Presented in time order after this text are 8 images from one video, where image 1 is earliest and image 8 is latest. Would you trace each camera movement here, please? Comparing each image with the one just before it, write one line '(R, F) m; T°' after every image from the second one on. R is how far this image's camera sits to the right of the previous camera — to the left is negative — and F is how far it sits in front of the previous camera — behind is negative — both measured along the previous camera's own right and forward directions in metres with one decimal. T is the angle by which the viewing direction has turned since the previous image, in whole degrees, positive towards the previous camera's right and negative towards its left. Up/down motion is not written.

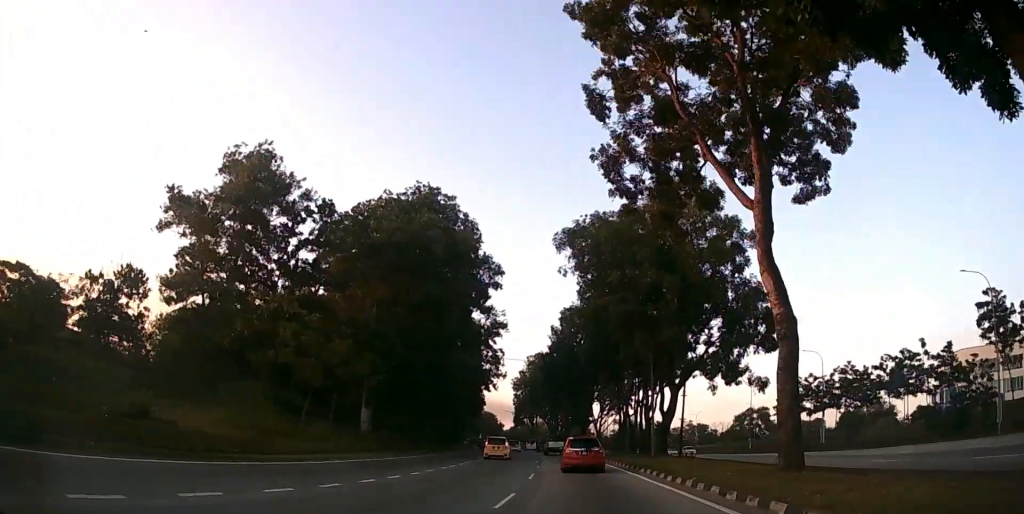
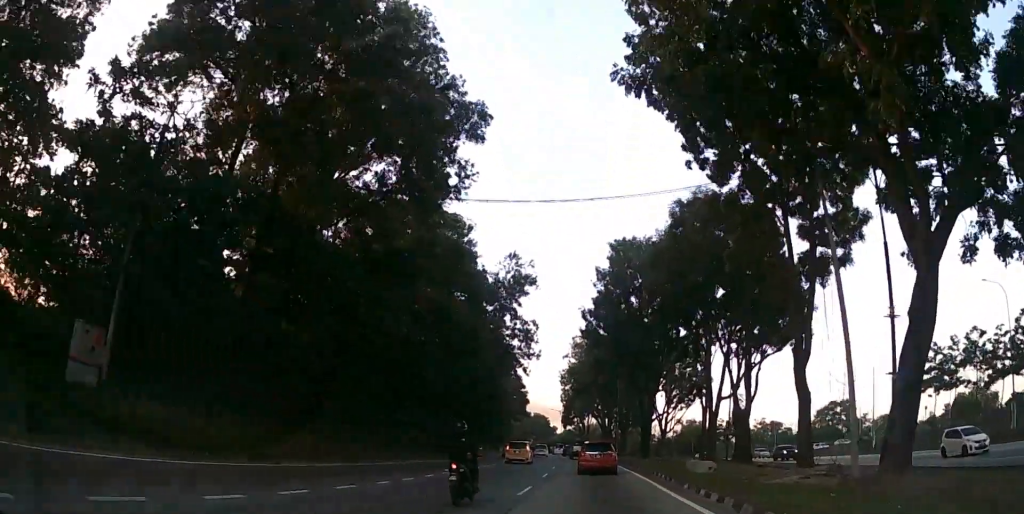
(-1.3, +27.4) m; -6°
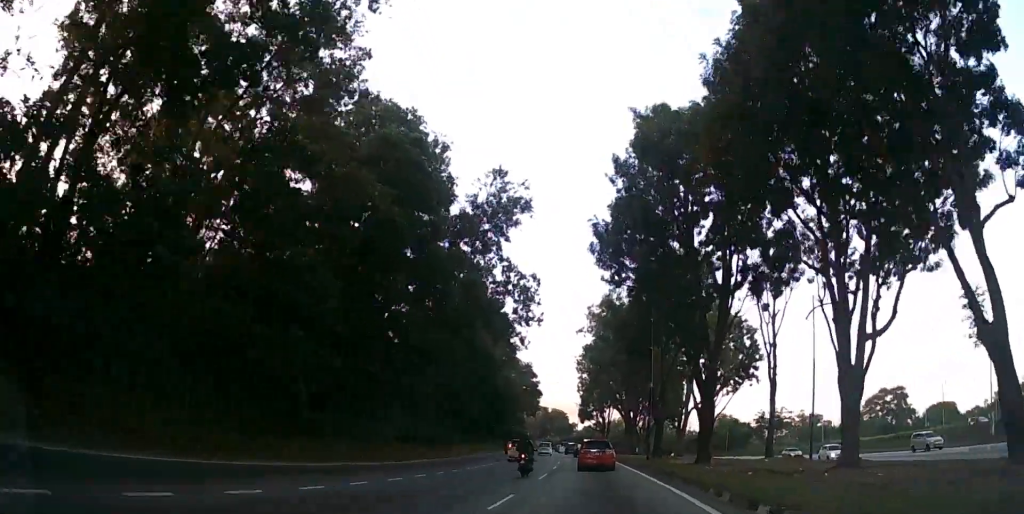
(-0.9, +20.6) m; -4°
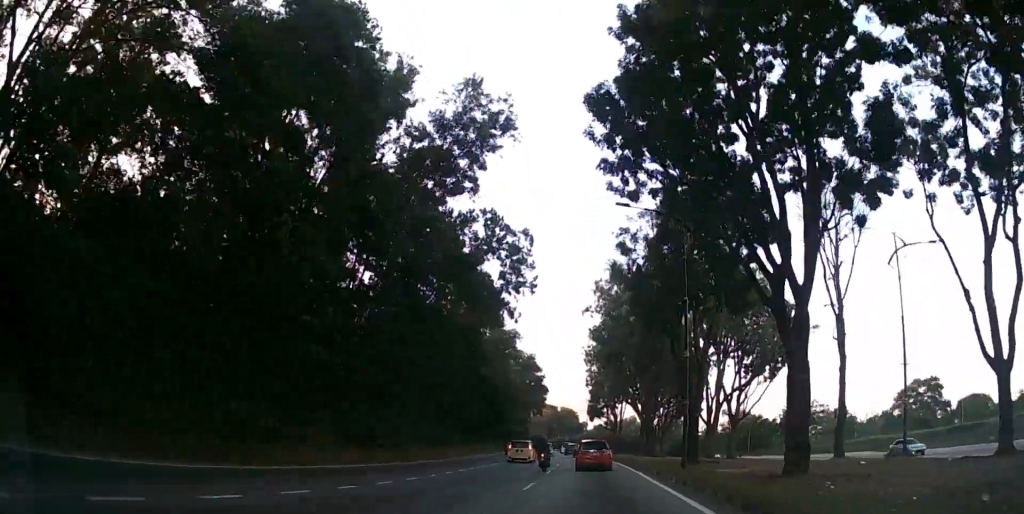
(-0.2, +12.9) m; -2°
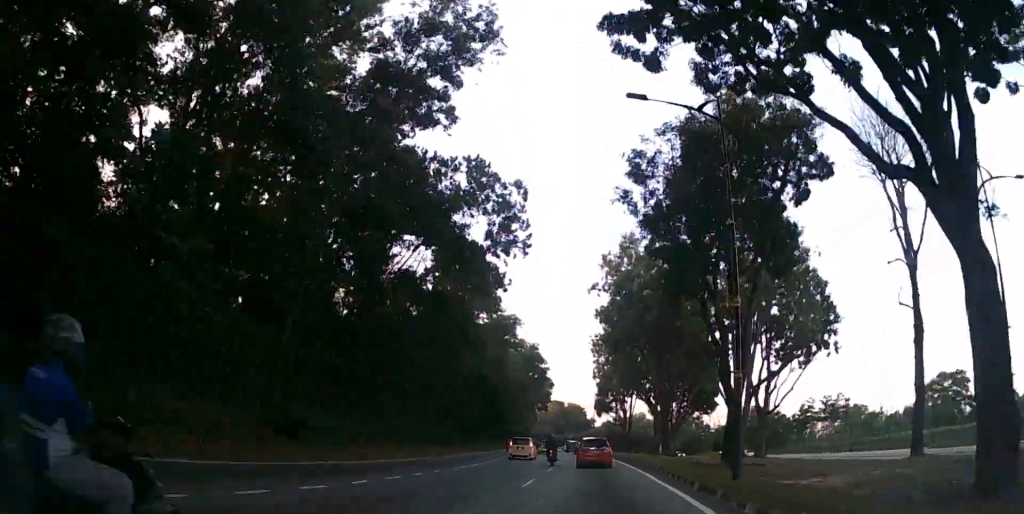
(0.0, +8.5) m; -1°
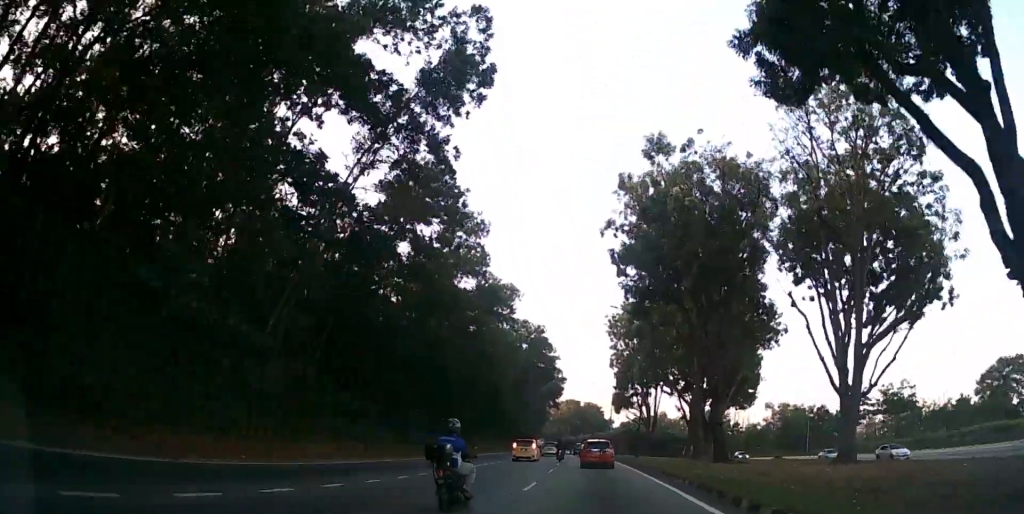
(-0.4, +18.4) m; -2°
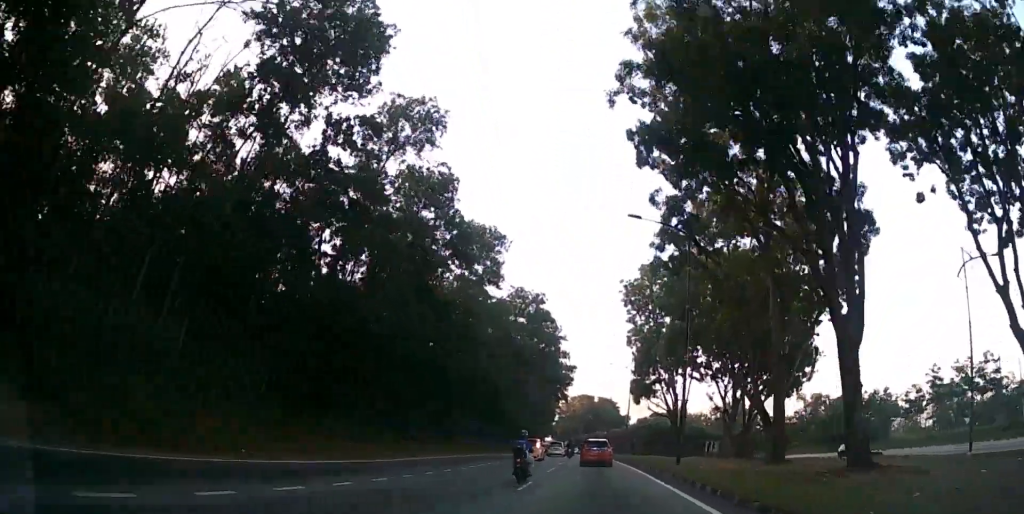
(-0.3, +18.6) m; -1°
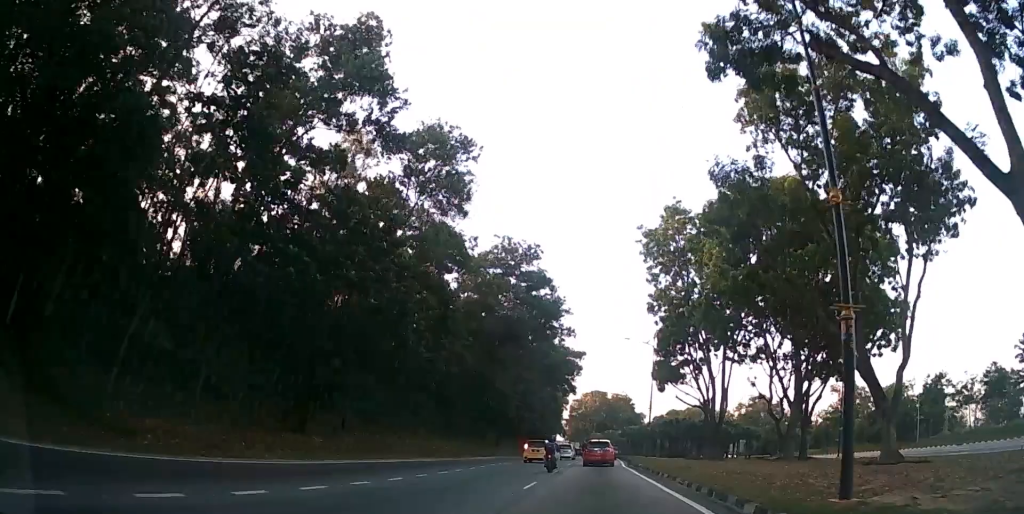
(-0.2, +17.8) m; -1°
